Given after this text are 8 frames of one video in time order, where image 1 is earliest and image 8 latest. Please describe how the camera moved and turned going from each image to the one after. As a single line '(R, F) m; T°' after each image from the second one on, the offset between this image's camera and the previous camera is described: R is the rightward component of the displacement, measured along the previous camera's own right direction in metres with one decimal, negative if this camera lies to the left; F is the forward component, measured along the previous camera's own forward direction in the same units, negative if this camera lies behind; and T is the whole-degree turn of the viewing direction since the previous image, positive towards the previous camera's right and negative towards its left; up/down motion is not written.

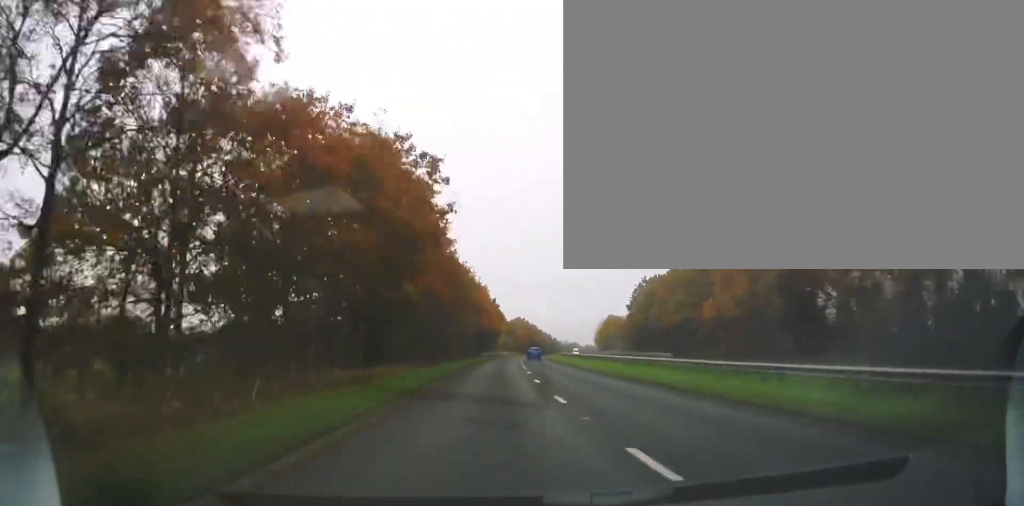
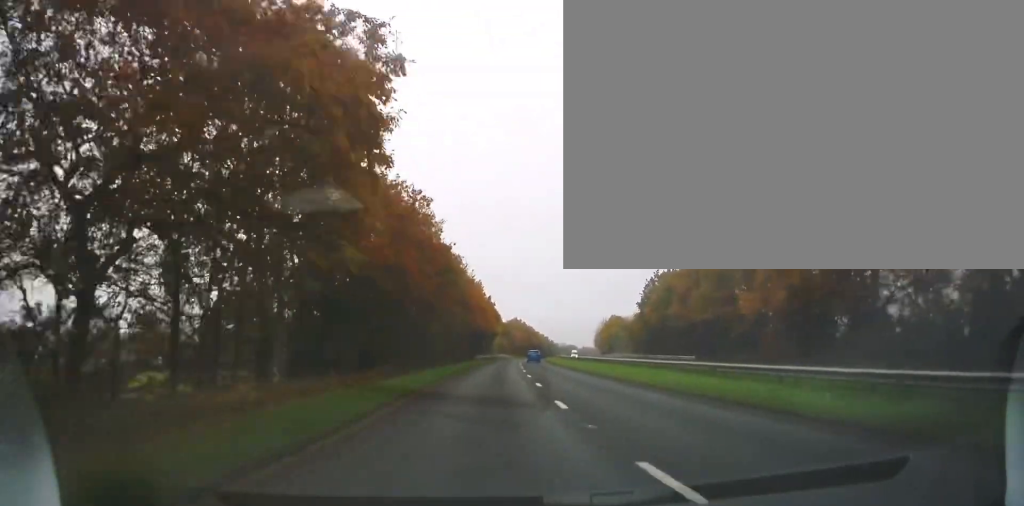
(0.0, +10.3) m; +1°
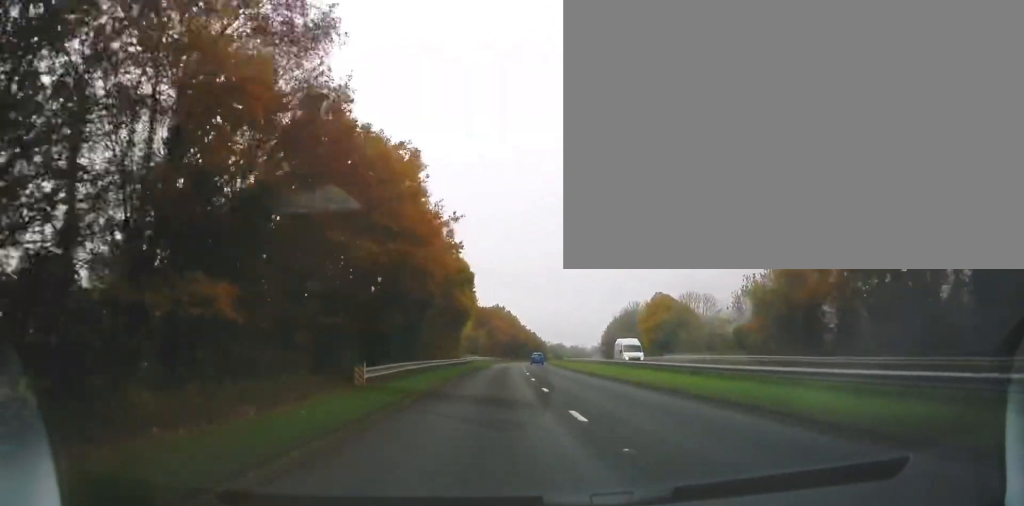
(+1.6, +54.5) m; +3°
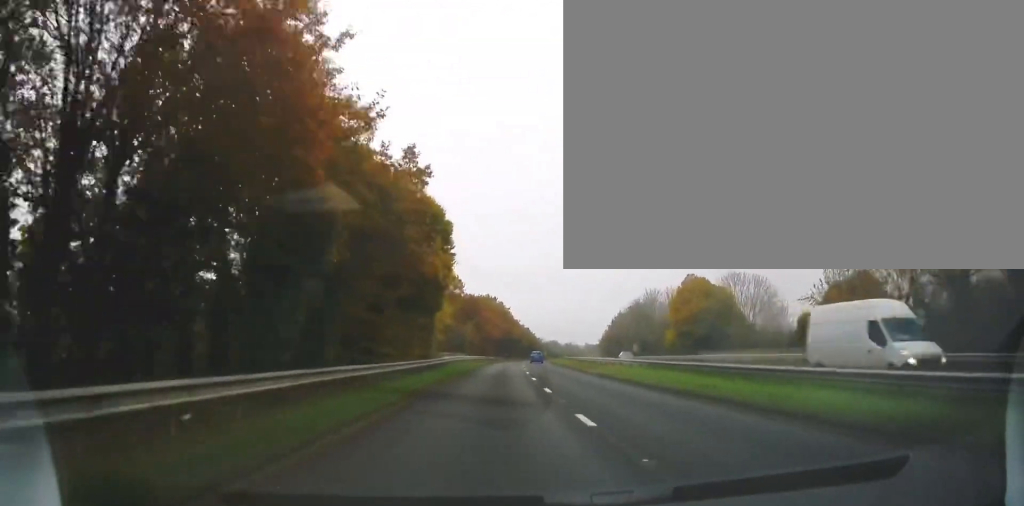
(0.0, +18.5) m; +1°
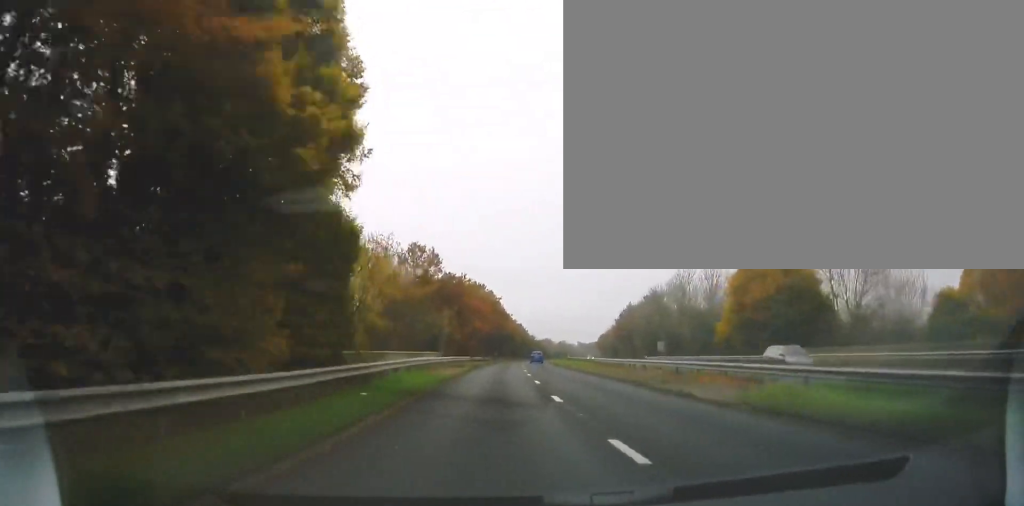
(+0.3, +21.1) m; +1°
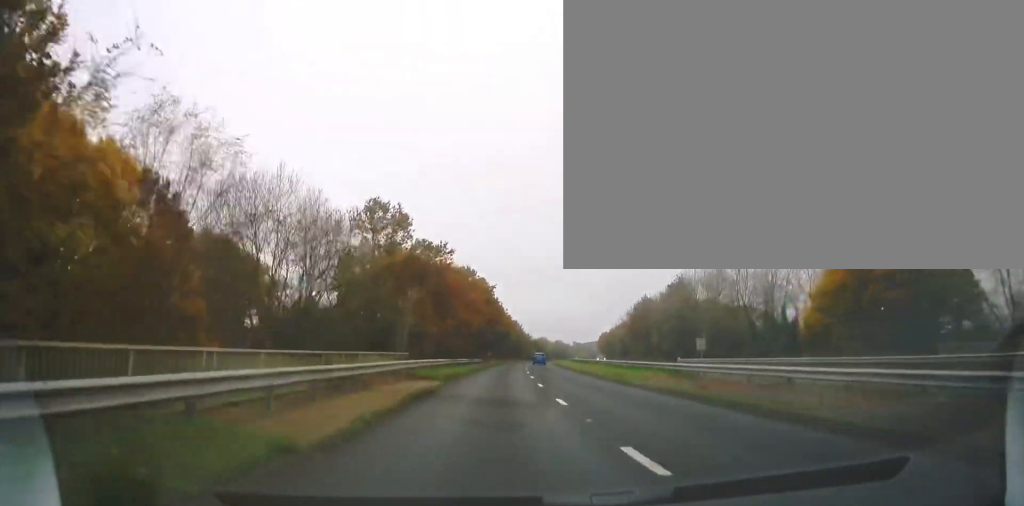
(+0.2, +18.3) m; +1°
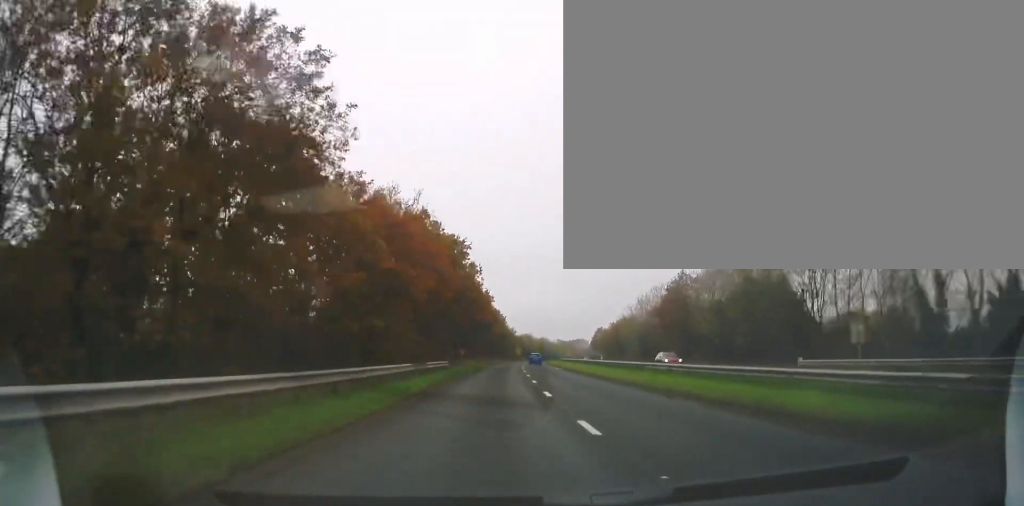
(+0.2, +31.6) m; +1°
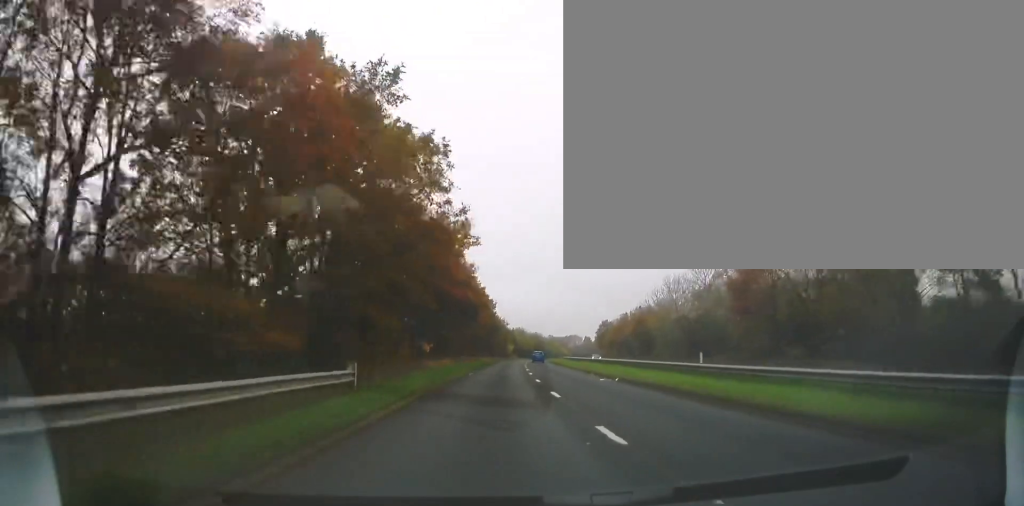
(+0.3, +27.2) m; +1°
